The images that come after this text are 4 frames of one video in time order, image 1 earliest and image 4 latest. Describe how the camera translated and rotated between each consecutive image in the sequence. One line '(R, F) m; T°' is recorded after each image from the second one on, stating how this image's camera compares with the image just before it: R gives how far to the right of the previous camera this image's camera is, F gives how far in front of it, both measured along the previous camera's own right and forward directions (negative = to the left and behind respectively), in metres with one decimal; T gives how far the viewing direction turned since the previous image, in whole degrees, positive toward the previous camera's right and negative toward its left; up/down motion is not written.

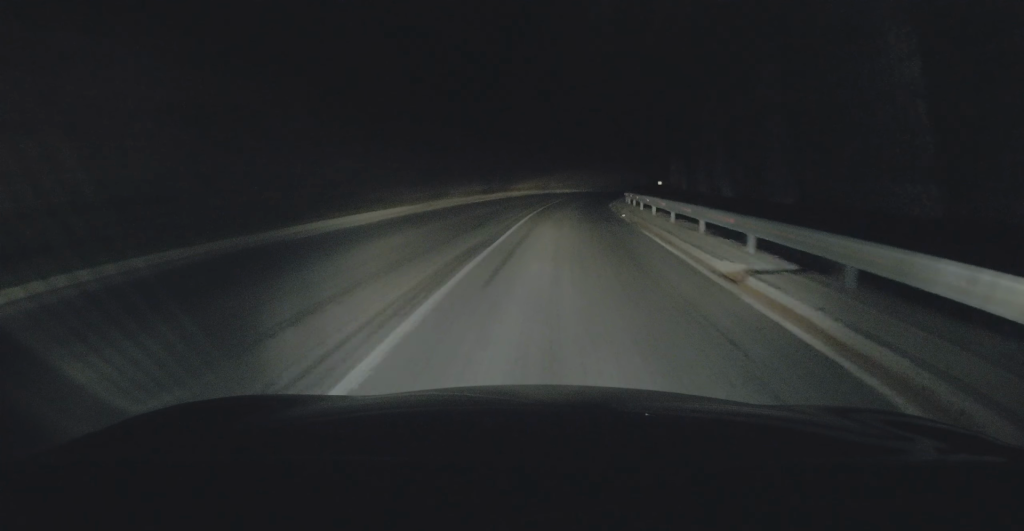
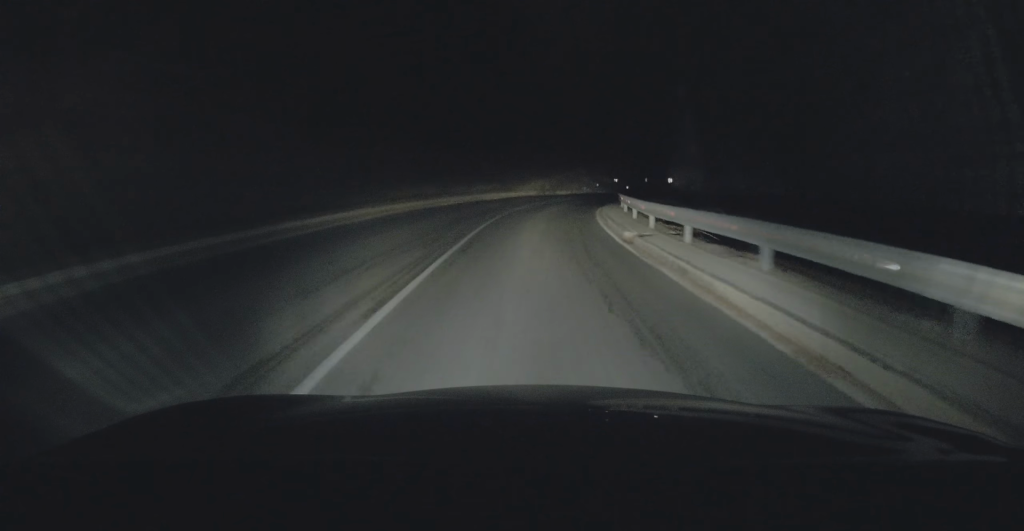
(+1.9, +19.5) m; +9°
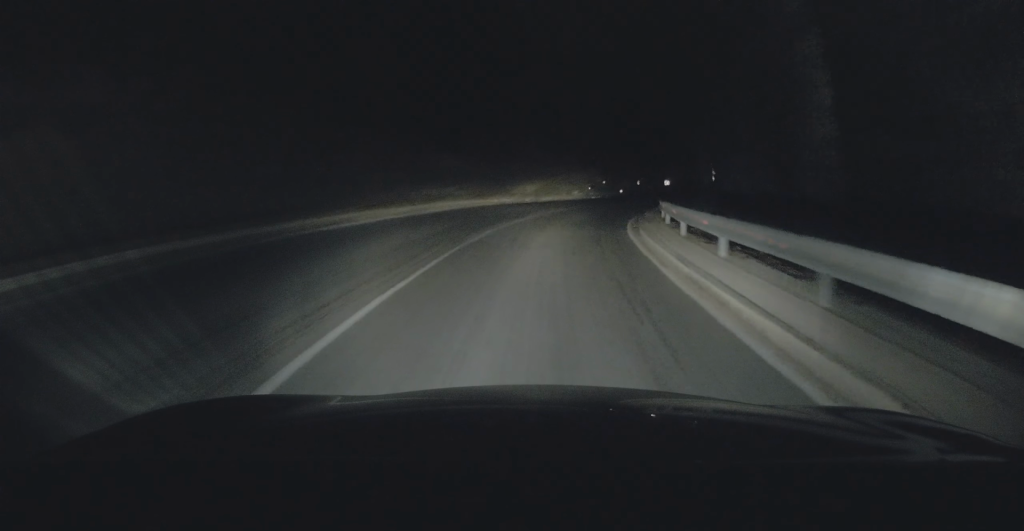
(+0.4, +12.8) m; +1°
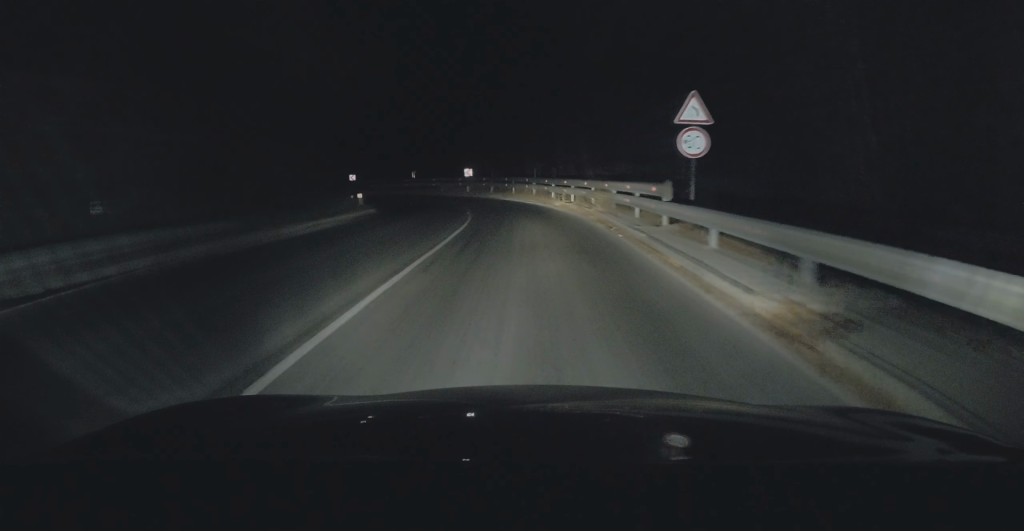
(+6.9, +44.8) m; +18°
